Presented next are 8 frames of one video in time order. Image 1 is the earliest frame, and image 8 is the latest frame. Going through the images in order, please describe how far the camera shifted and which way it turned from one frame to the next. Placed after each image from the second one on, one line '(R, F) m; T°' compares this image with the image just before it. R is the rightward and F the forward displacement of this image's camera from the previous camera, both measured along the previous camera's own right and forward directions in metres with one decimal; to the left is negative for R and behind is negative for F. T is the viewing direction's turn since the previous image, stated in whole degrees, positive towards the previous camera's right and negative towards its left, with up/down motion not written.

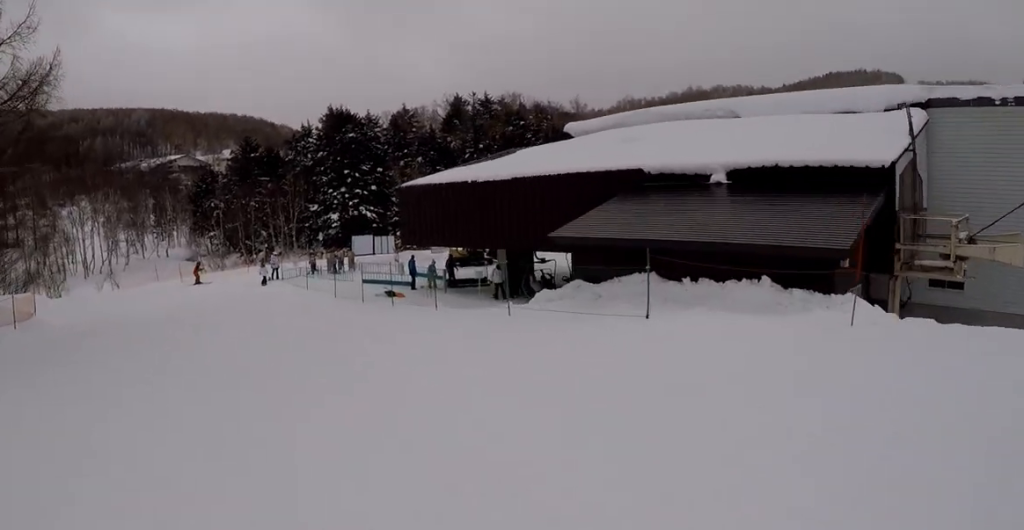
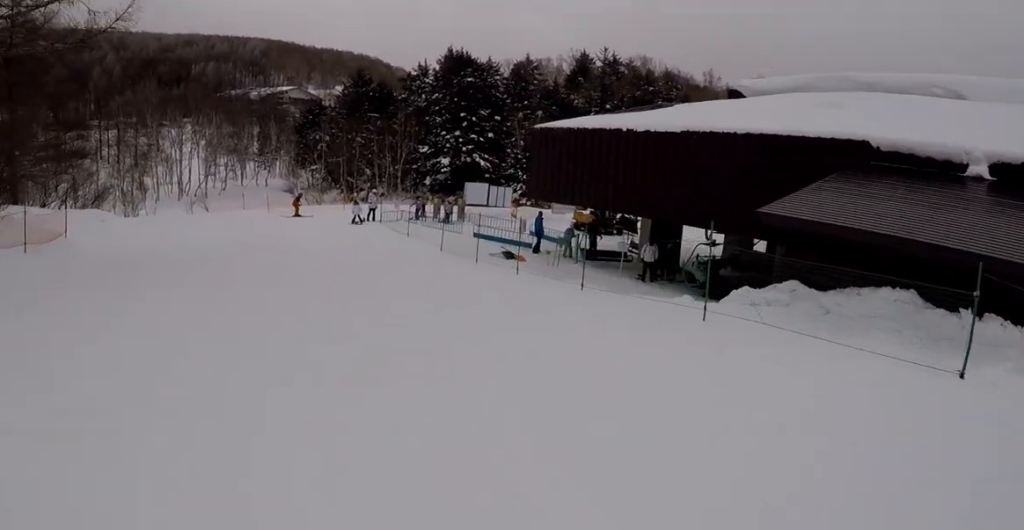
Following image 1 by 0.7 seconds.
(-0.1, +5.1) m; -6°
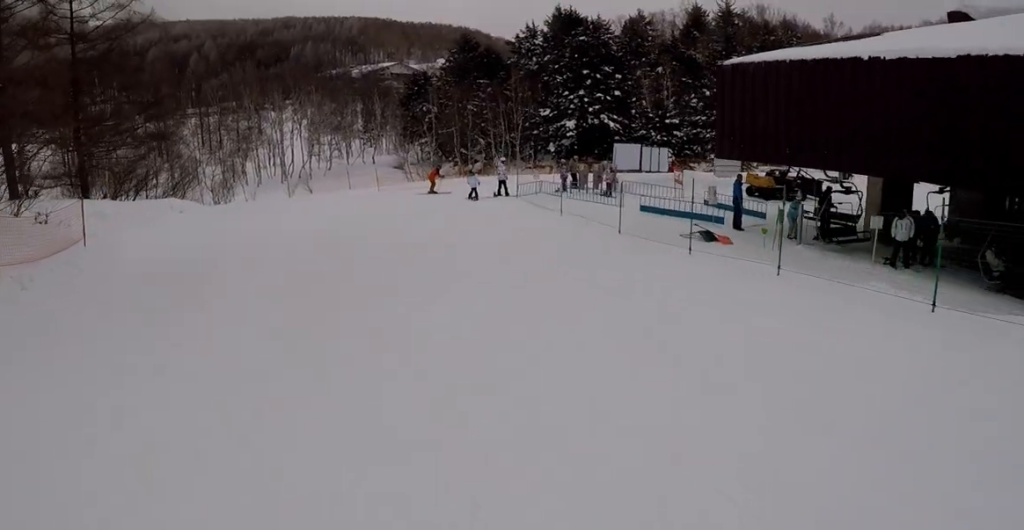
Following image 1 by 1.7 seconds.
(-0.9, +6.5) m; -10°
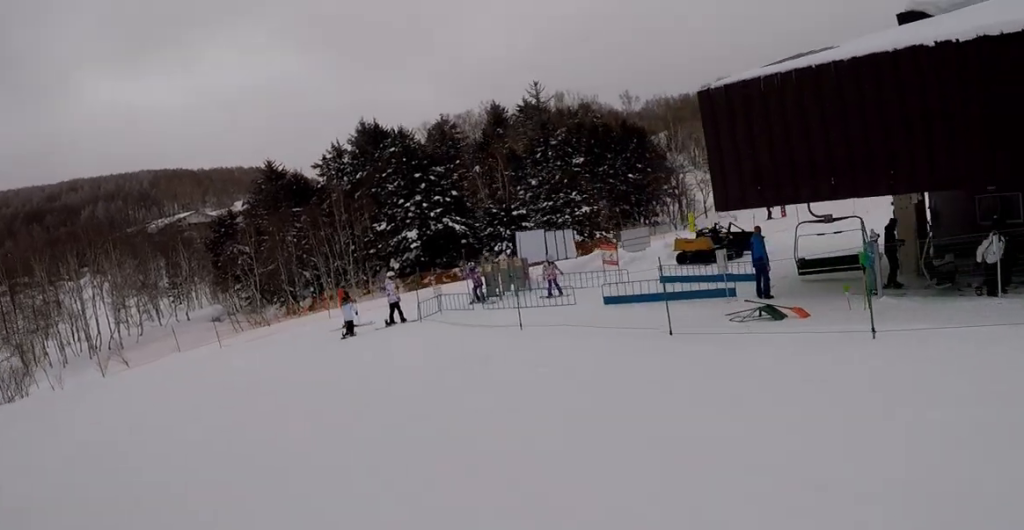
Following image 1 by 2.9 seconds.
(-0.1, +7.9) m; +4°
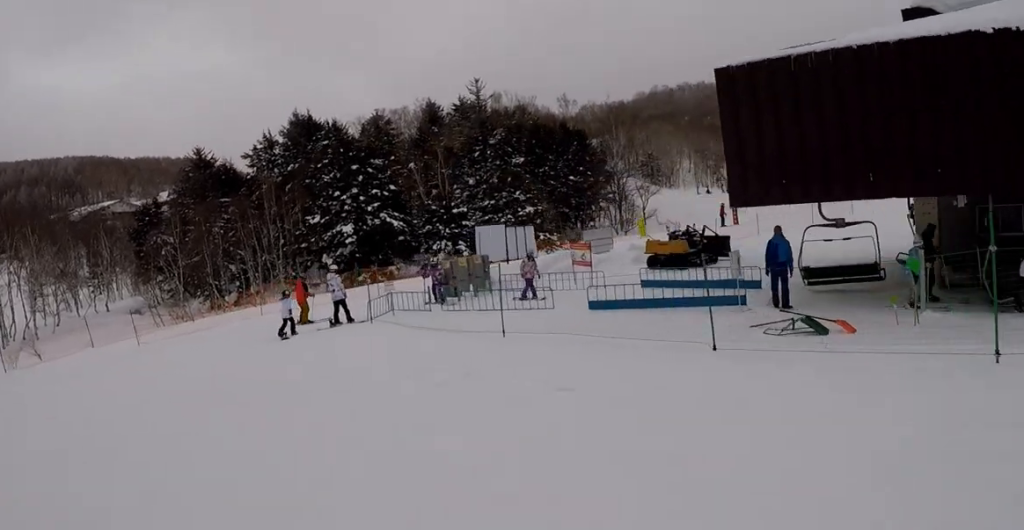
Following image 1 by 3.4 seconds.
(+0.1, +2.8) m; +3°
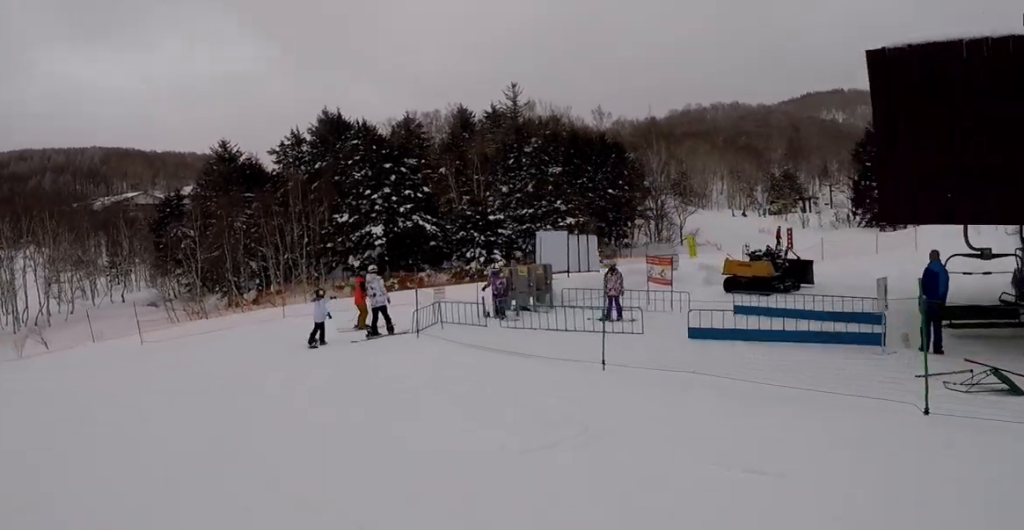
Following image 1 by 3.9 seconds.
(+0.1, +3.2) m; +1°
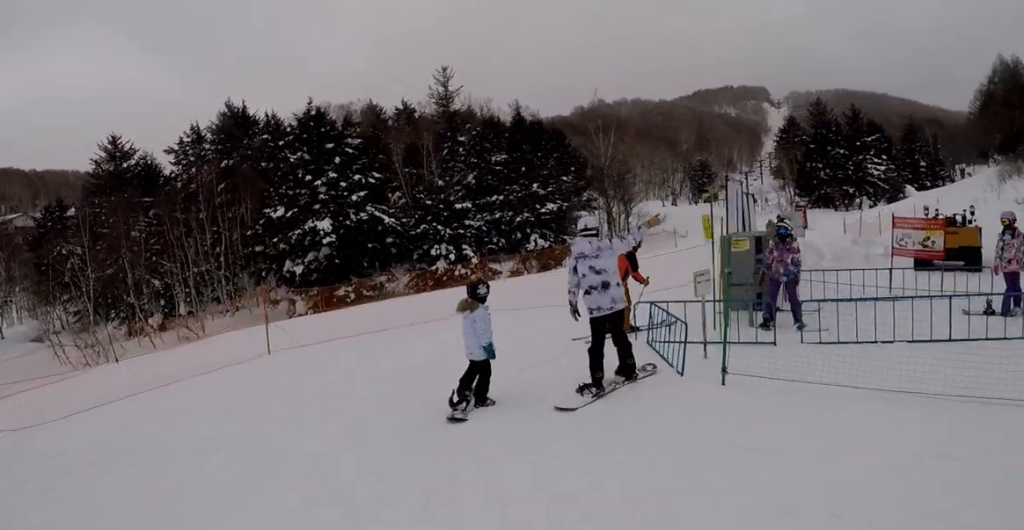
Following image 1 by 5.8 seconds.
(+1.2, +10.0) m; +20°
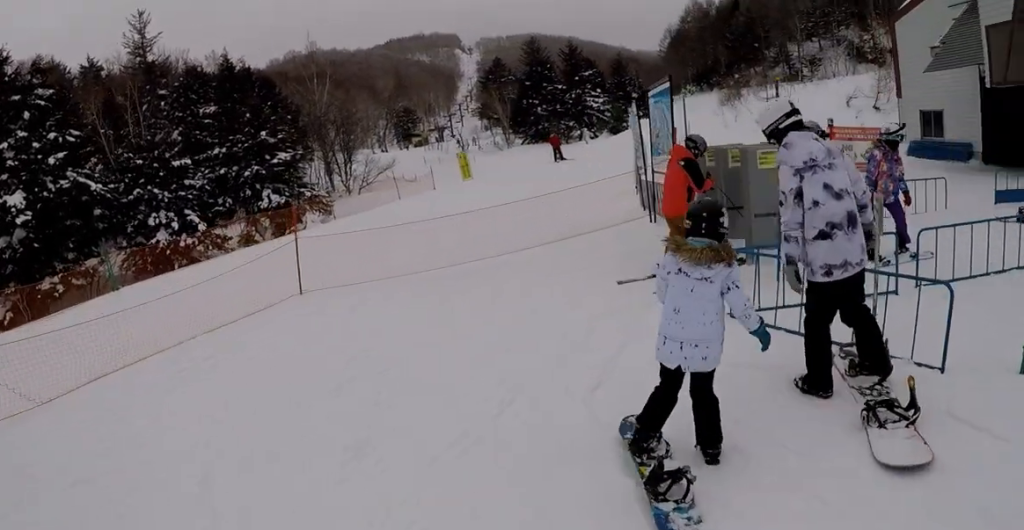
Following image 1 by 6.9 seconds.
(+0.7, +4.9) m; +21°
